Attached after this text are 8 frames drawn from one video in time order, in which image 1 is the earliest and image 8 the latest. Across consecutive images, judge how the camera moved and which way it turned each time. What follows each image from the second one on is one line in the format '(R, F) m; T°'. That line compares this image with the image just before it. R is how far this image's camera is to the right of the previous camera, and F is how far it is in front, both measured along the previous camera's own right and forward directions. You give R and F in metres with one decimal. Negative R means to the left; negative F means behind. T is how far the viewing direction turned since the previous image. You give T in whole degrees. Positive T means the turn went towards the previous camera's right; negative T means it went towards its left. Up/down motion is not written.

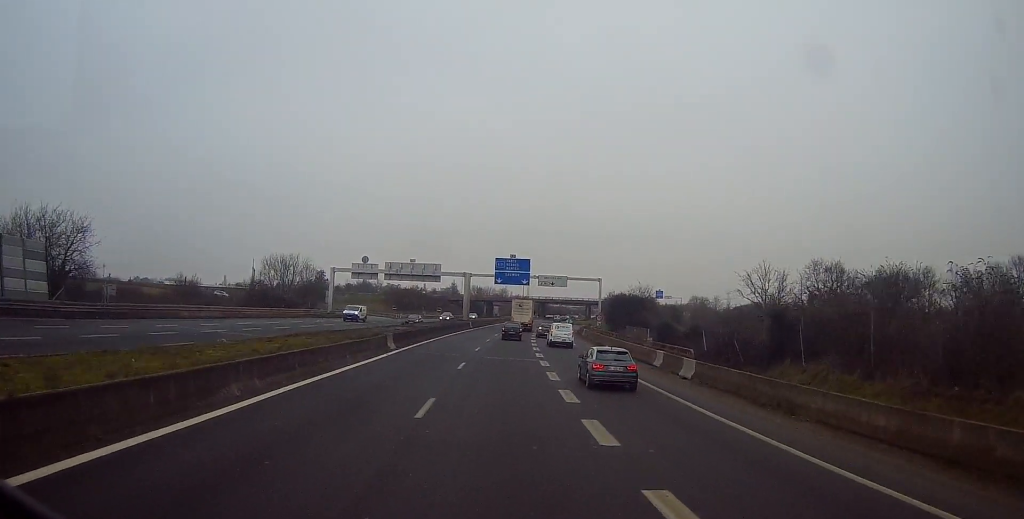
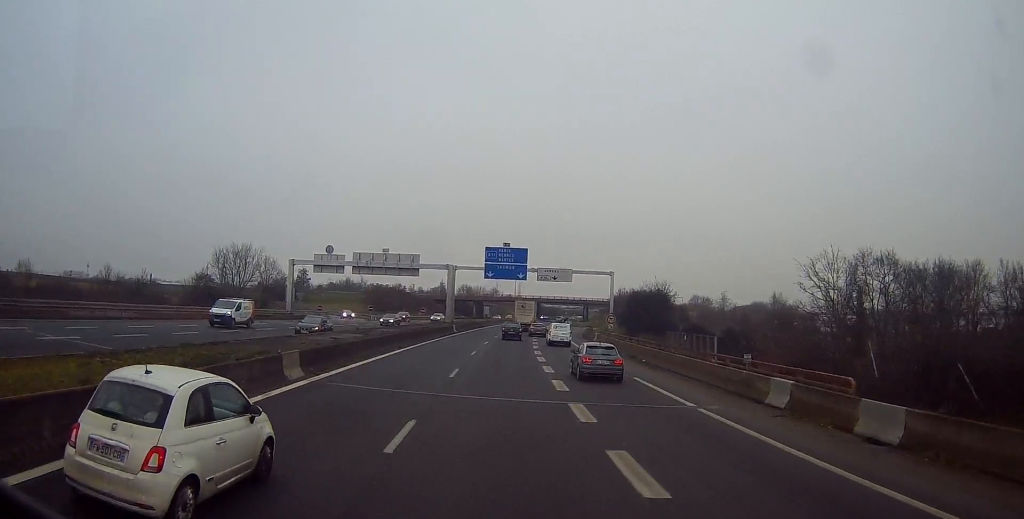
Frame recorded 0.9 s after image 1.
(+0.4, +15.9) m; +2°
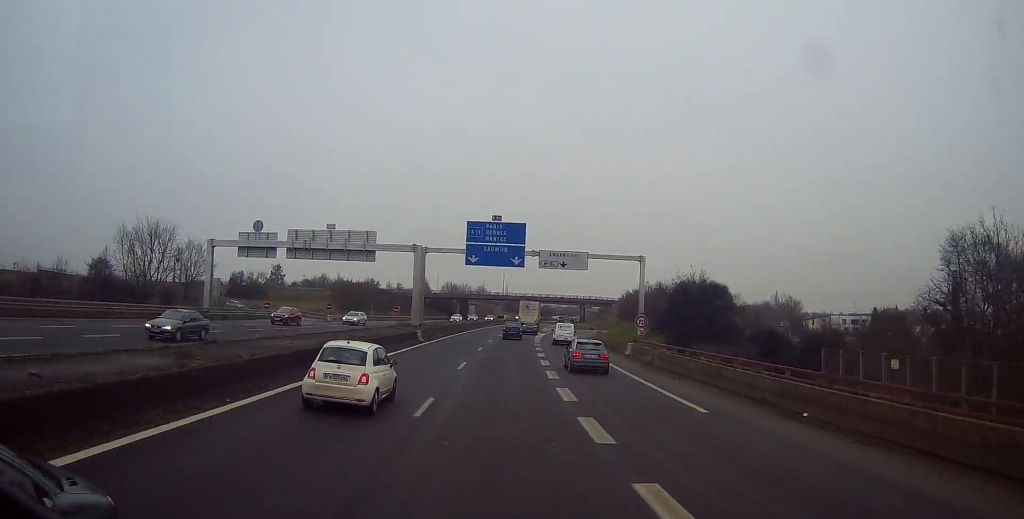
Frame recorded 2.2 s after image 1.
(+0.3, +21.3) m; +1°
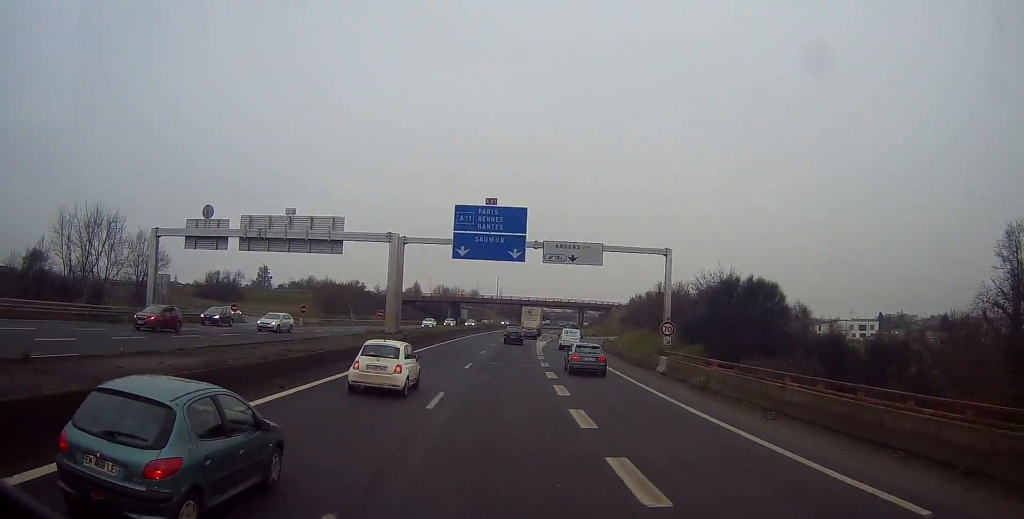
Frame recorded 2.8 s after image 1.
(0.0, +9.9) m; 0°
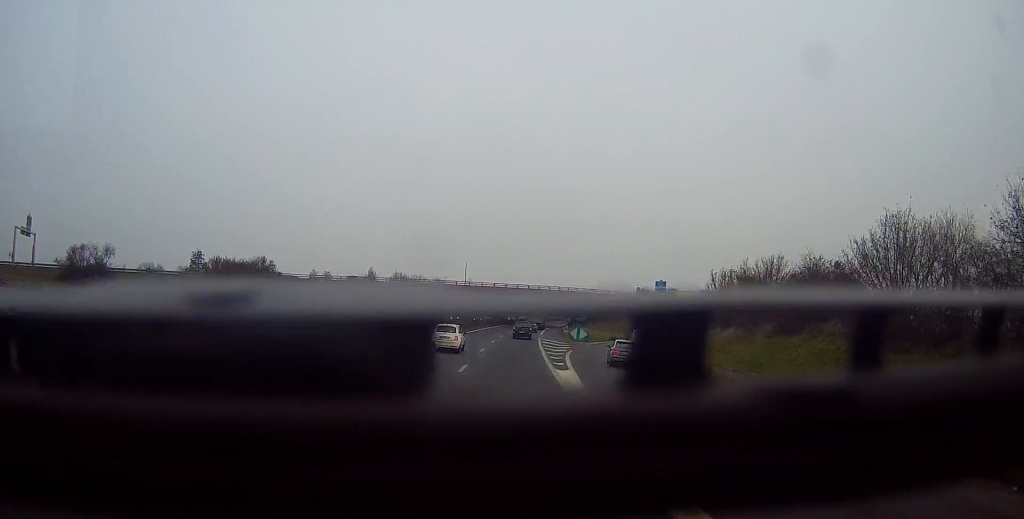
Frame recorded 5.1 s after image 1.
(+0.5, +41.2) m; +2°
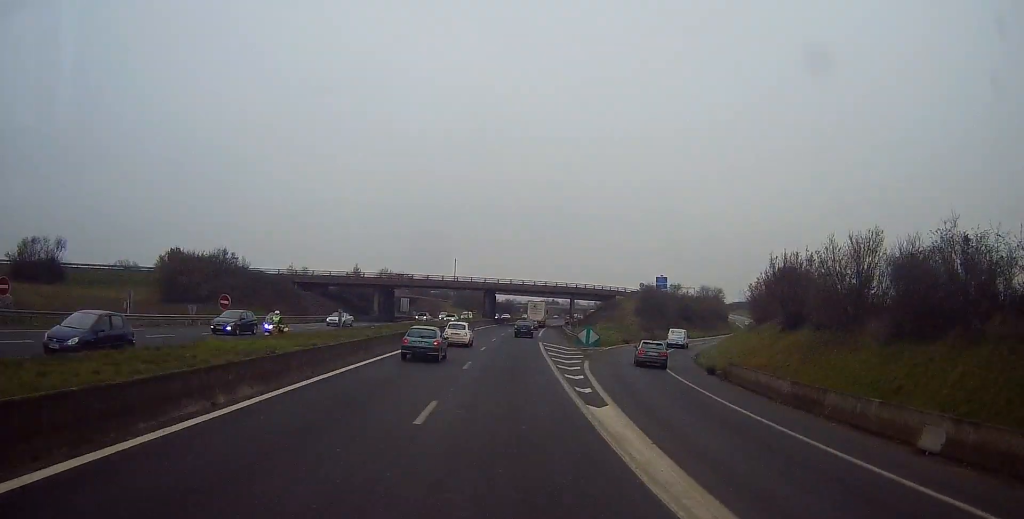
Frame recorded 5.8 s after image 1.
(+0.1, +11.5) m; +2°
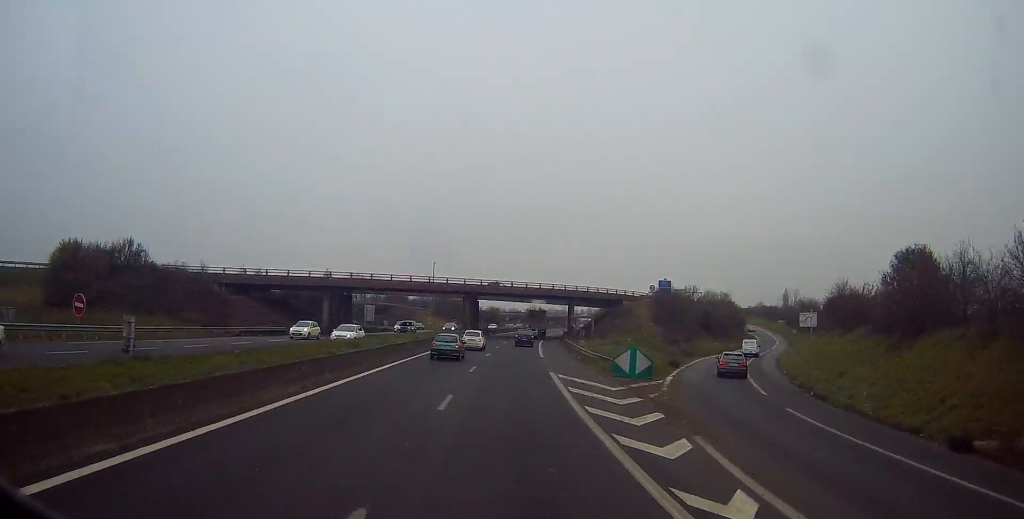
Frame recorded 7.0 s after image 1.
(+0.6, +21.0) m; +2°
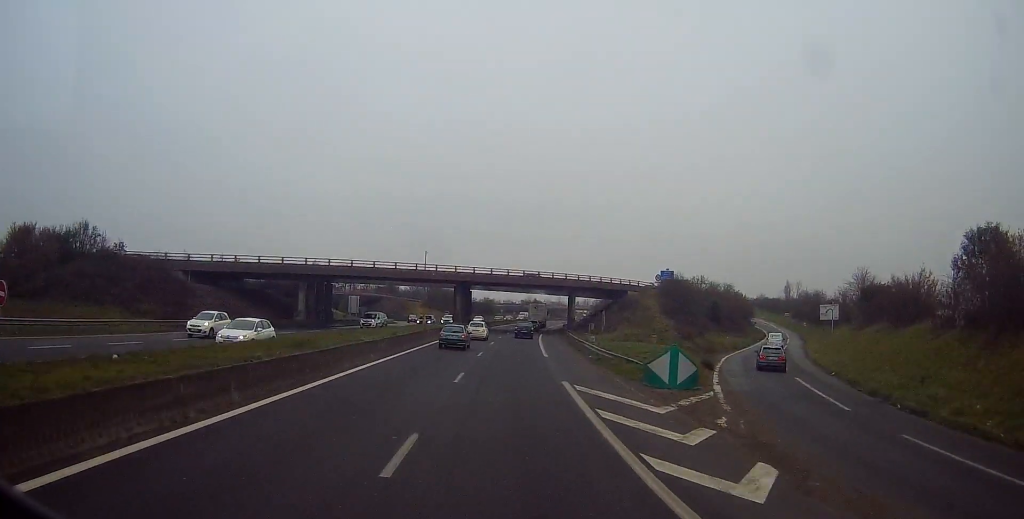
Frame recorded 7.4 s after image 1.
(0.0, +7.8) m; 0°
